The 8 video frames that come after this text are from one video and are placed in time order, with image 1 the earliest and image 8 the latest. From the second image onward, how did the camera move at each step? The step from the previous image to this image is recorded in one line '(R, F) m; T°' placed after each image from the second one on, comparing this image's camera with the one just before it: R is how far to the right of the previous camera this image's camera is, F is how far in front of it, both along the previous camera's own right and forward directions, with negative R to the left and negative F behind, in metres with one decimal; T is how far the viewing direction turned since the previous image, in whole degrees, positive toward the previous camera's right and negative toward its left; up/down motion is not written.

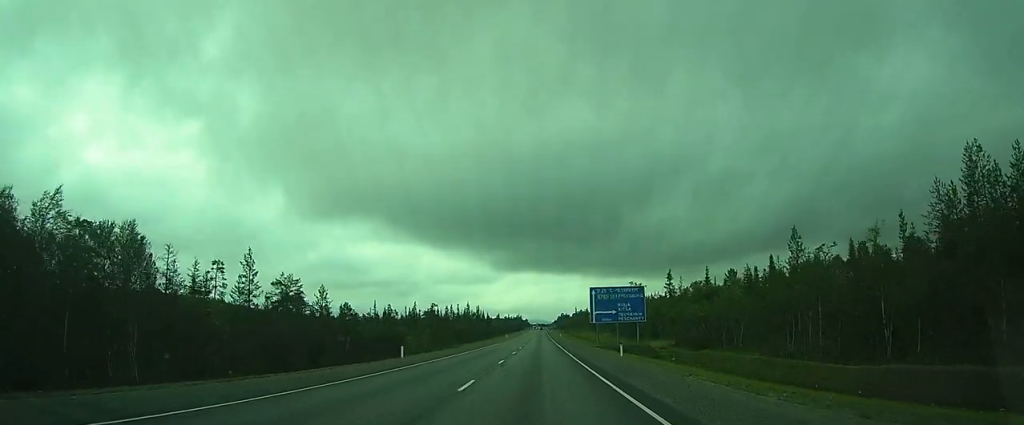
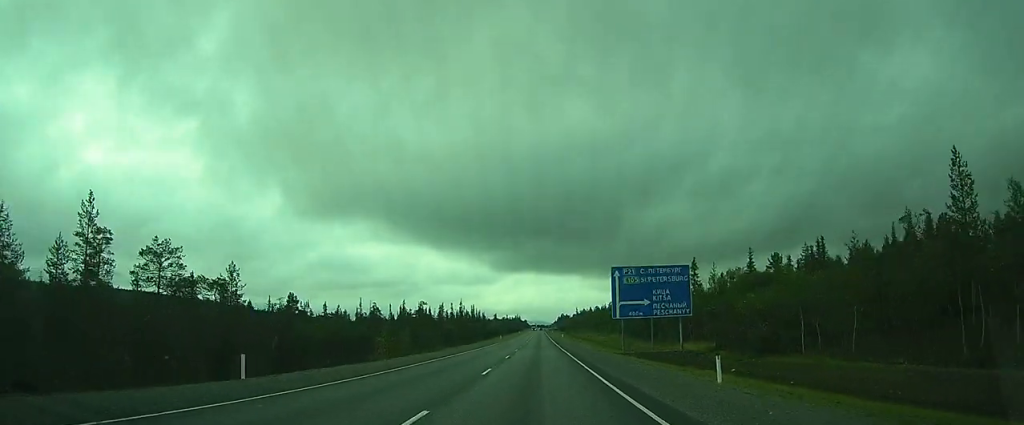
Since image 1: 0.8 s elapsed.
(0.0, +18.8) m; 0°
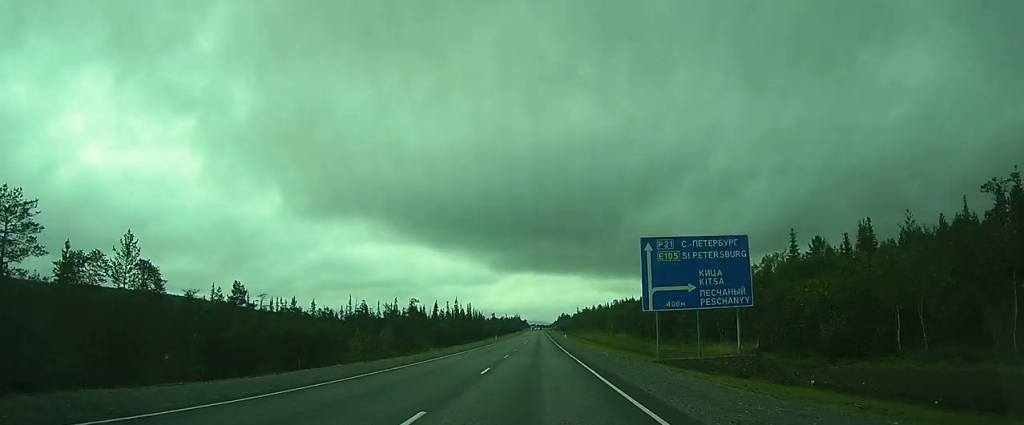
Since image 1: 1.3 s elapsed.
(0.0, +12.3) m; 0°
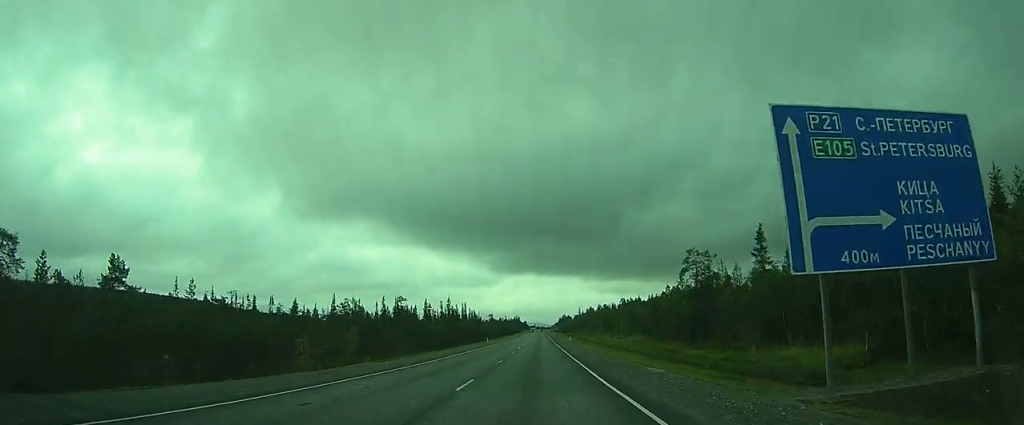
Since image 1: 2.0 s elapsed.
(0.0, +17.3) m; 0°
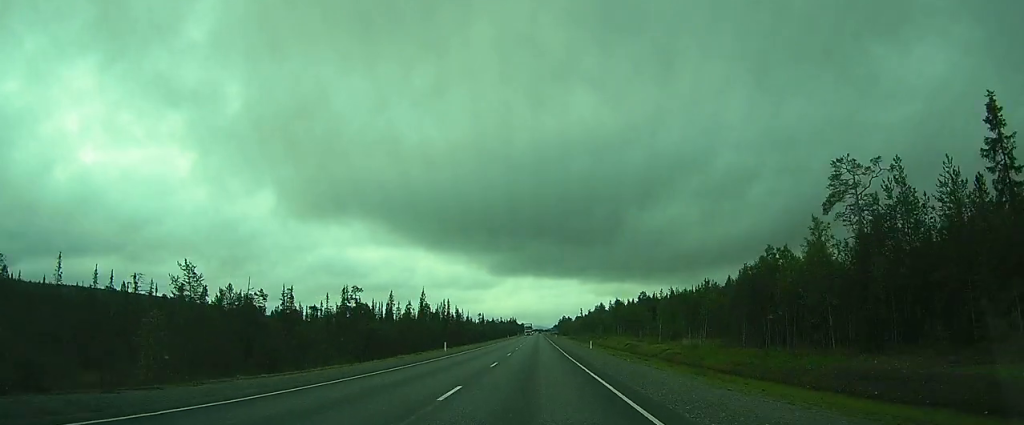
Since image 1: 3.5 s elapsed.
(-0.1, +38.4) m; 0°
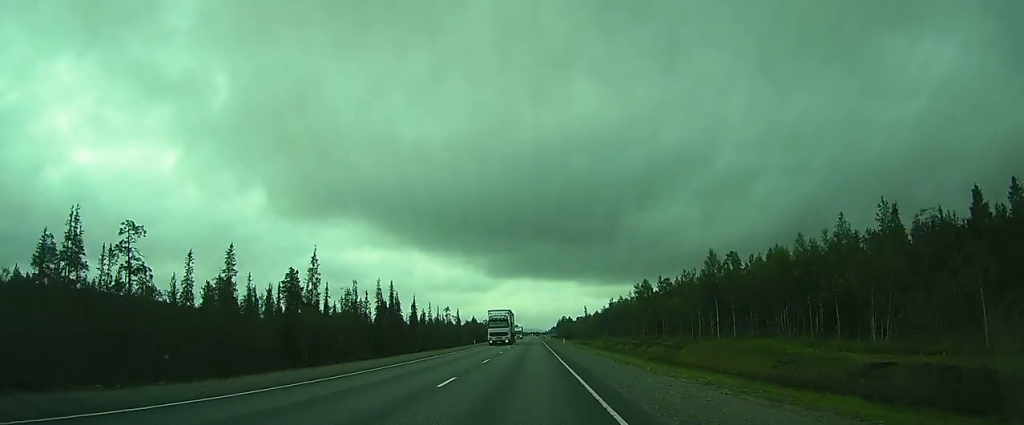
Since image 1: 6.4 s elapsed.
(+1.3, +70.5) m; +1°
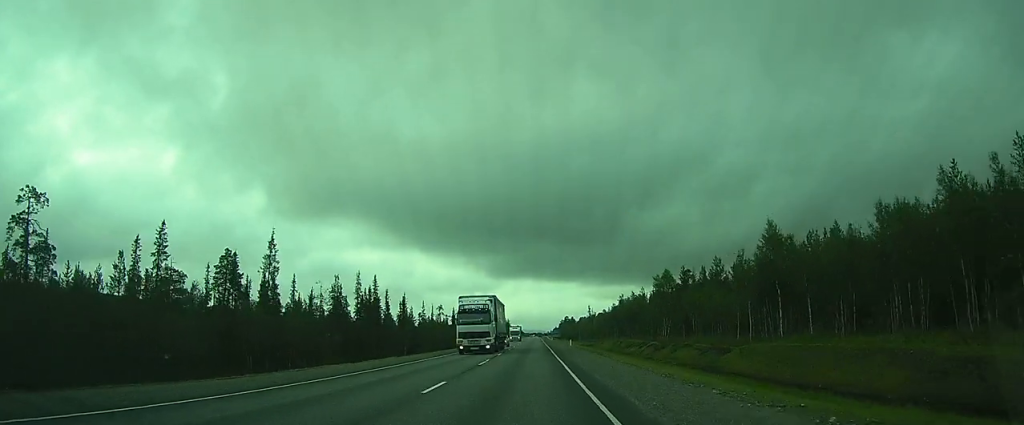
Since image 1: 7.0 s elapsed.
(-0.1, +13.7) m; 0°
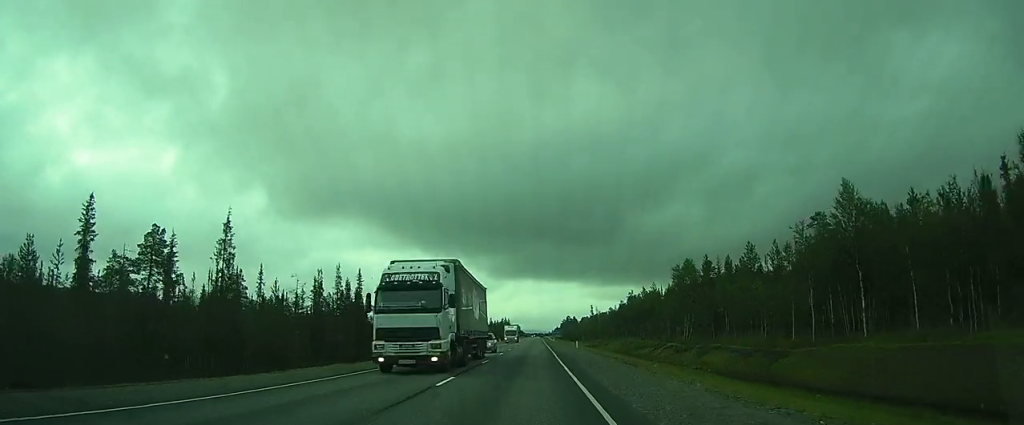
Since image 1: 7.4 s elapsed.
(-0.1, +10.4) m; 0°
